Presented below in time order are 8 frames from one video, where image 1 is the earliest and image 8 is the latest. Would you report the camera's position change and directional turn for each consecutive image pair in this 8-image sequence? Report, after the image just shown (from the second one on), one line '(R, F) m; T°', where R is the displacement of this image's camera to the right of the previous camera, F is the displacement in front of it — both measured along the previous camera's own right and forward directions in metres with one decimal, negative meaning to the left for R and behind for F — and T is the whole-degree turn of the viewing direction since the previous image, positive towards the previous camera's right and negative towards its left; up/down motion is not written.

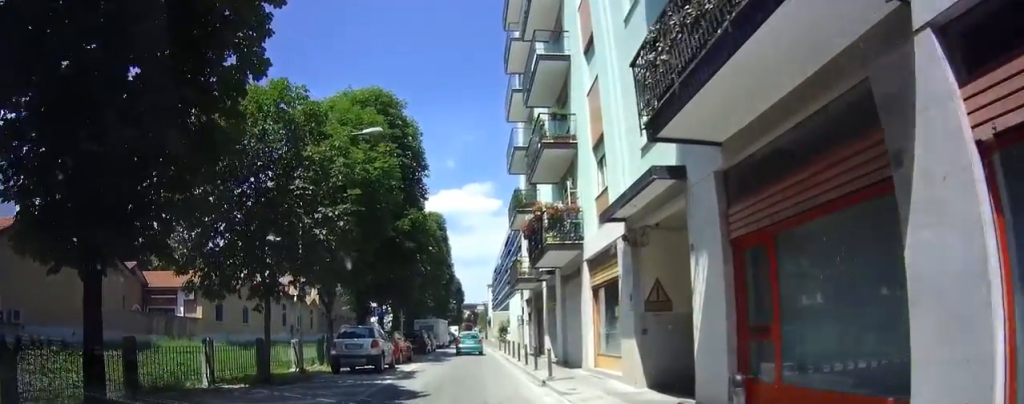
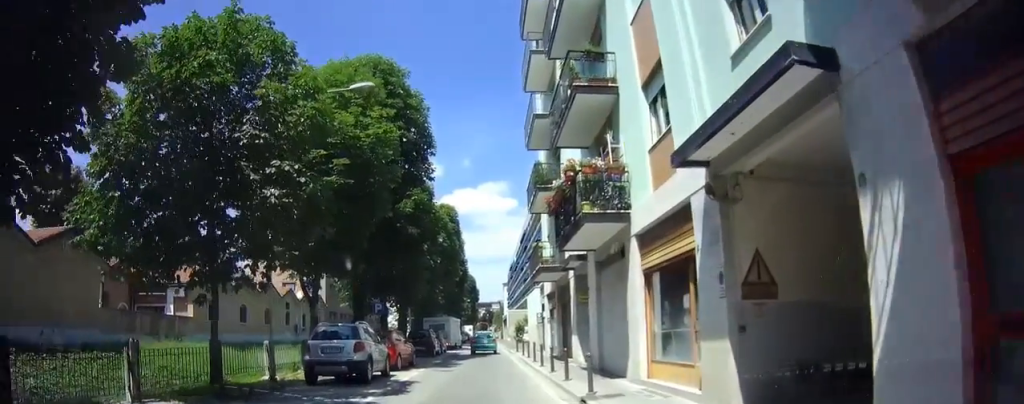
(0.0, +2.8) m; 0°
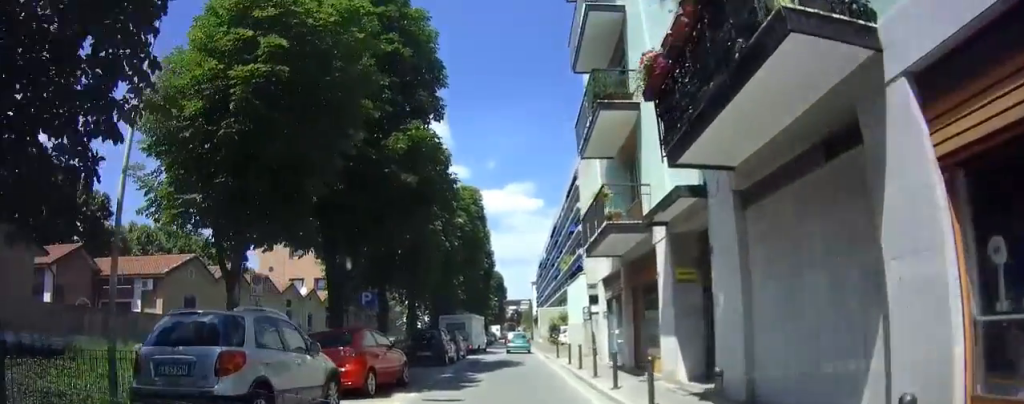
(0.0, +5.0) m; 0°
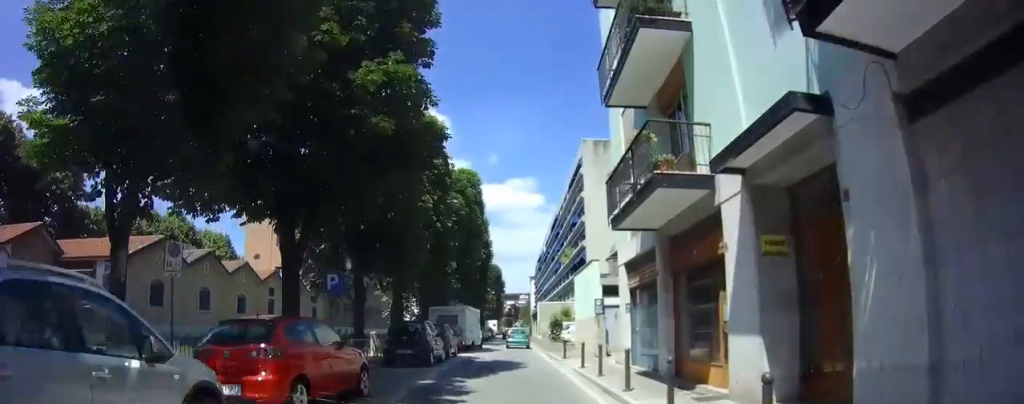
(0.0, +2.4) m; 0°
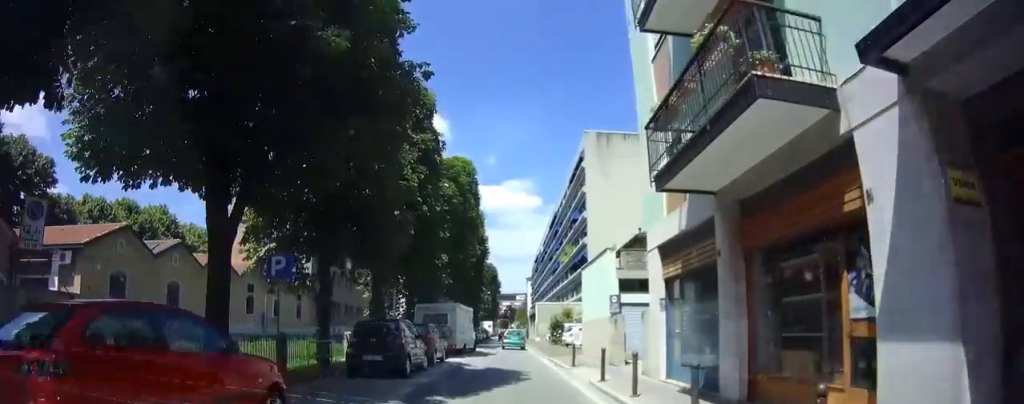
(0.0, +2.5) m; 0°
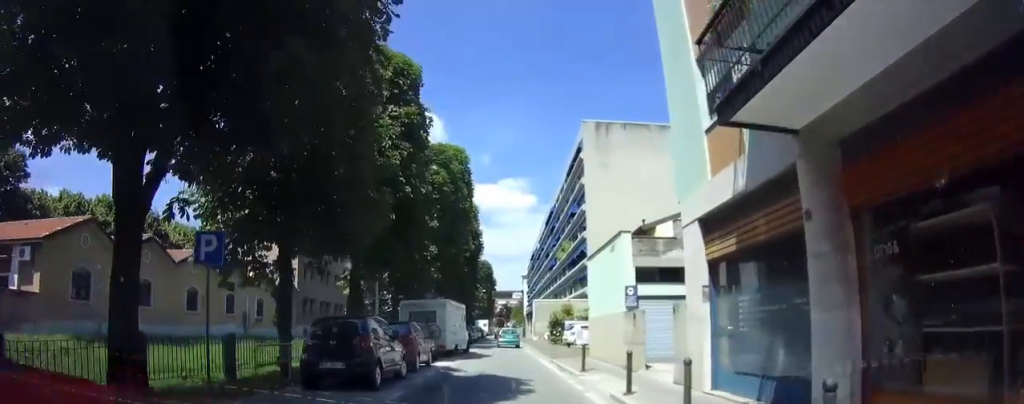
(0.0, +2.3) m; 0°
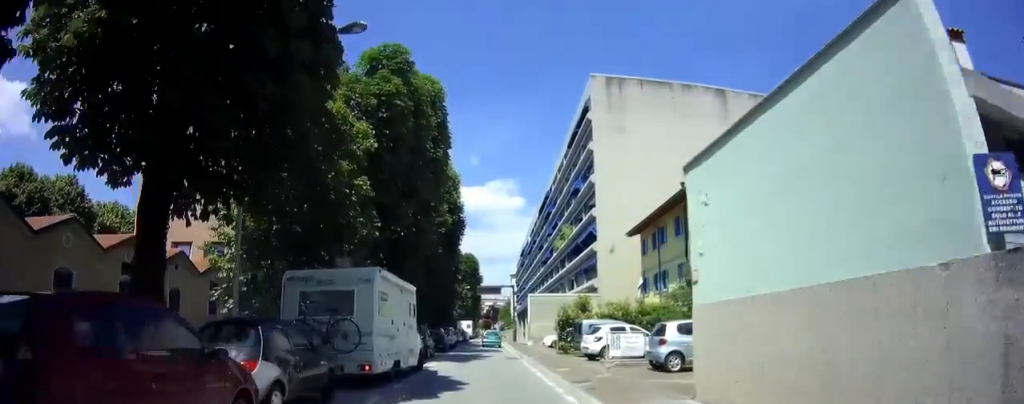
(-0.6, +12.6) m; -5°
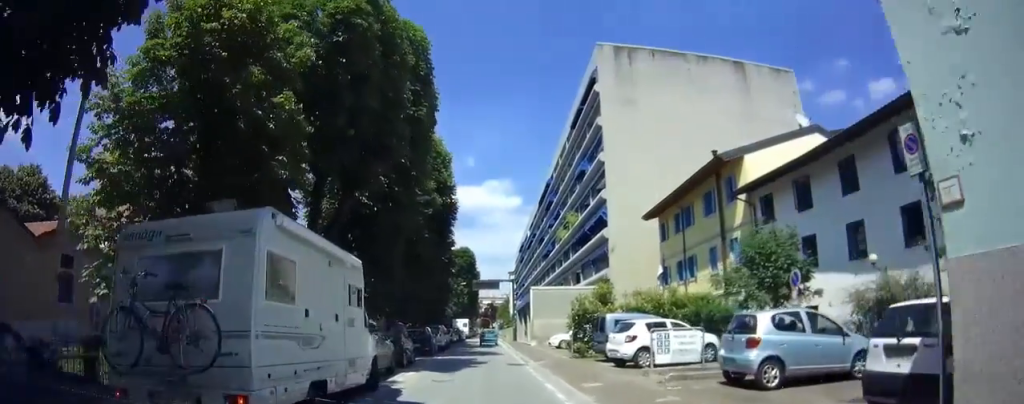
(0.0, +6.6) m; 0°
